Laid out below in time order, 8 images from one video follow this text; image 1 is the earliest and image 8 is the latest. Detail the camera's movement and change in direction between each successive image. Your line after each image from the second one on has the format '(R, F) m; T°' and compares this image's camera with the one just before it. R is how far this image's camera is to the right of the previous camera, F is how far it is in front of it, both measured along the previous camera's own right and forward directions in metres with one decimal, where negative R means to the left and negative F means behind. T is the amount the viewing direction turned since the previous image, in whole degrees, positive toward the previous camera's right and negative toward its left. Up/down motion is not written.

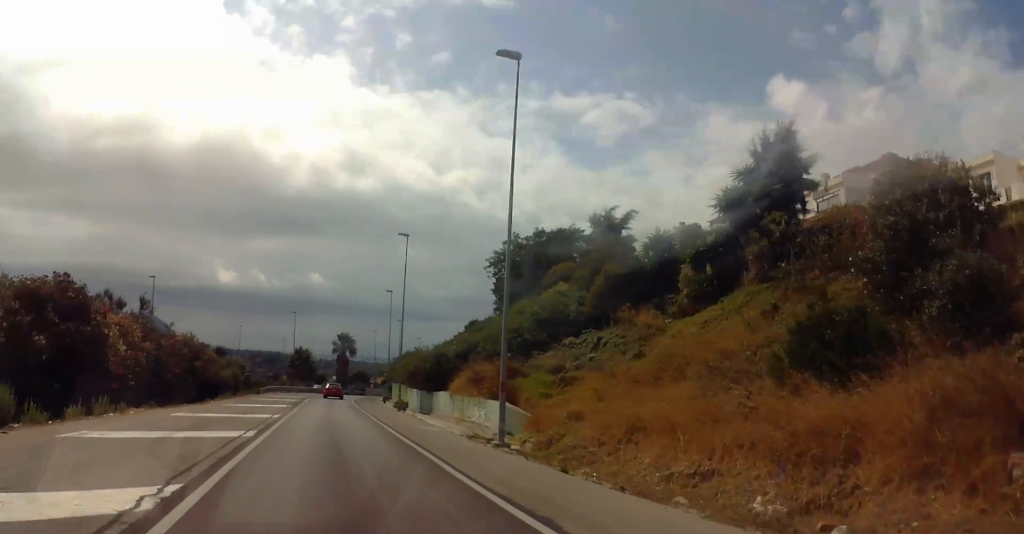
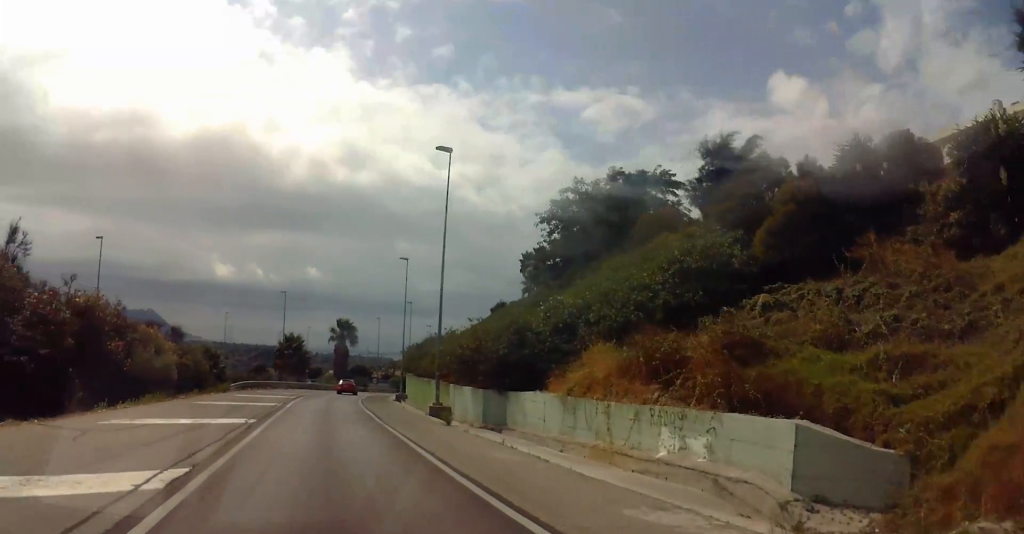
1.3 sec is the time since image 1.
(0.0, +18.9) m; -1°
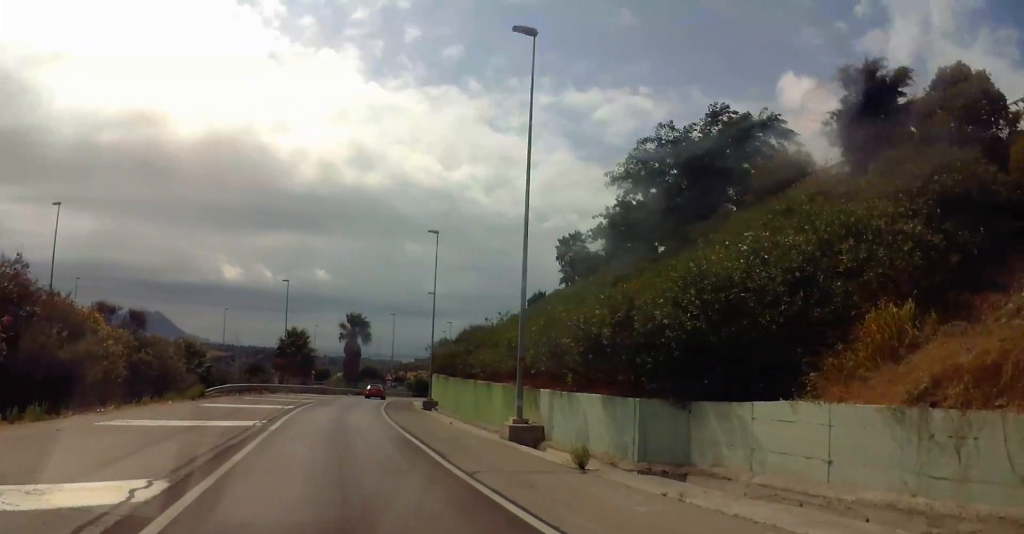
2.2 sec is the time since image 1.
(-0.1, +12.9) m; -1°
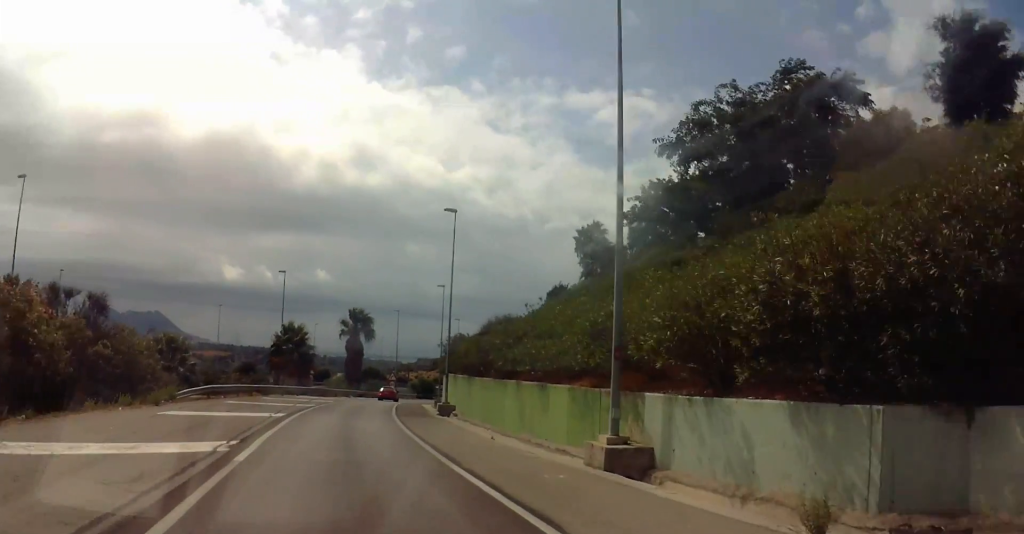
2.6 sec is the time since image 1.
(0.0, +6.4) m; 0°
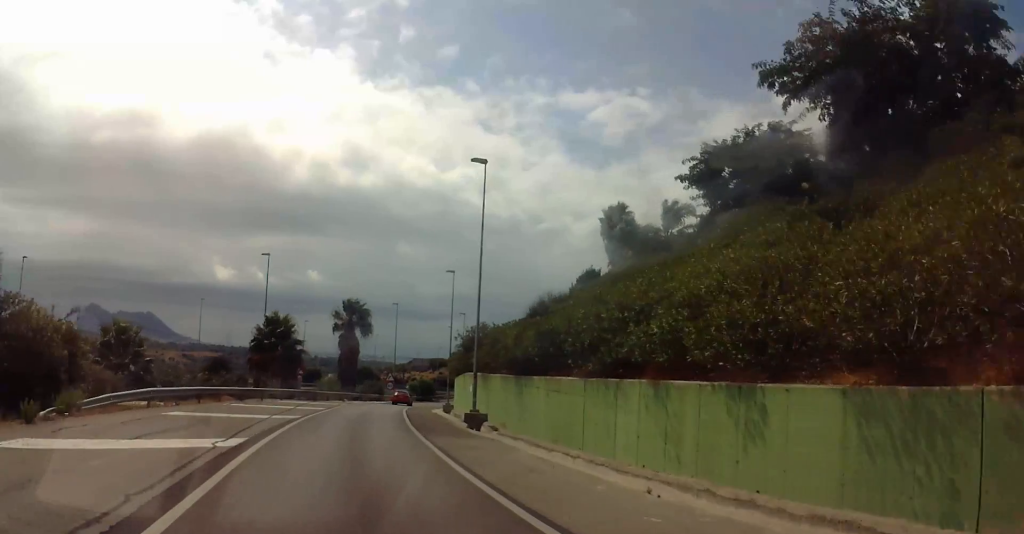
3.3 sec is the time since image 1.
(0.0, +10.5) m; 0°
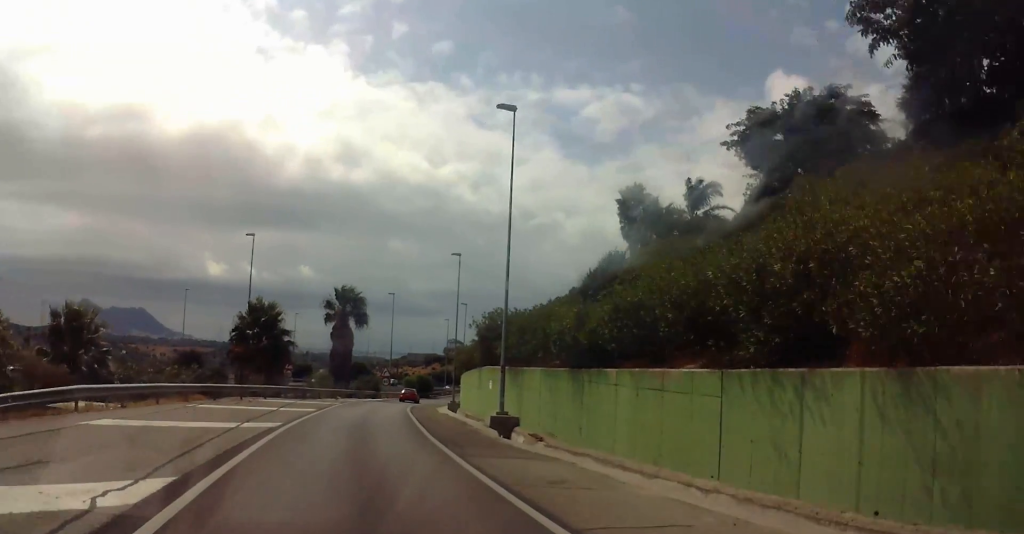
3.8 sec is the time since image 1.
(0.0, +6.9) m; 0°
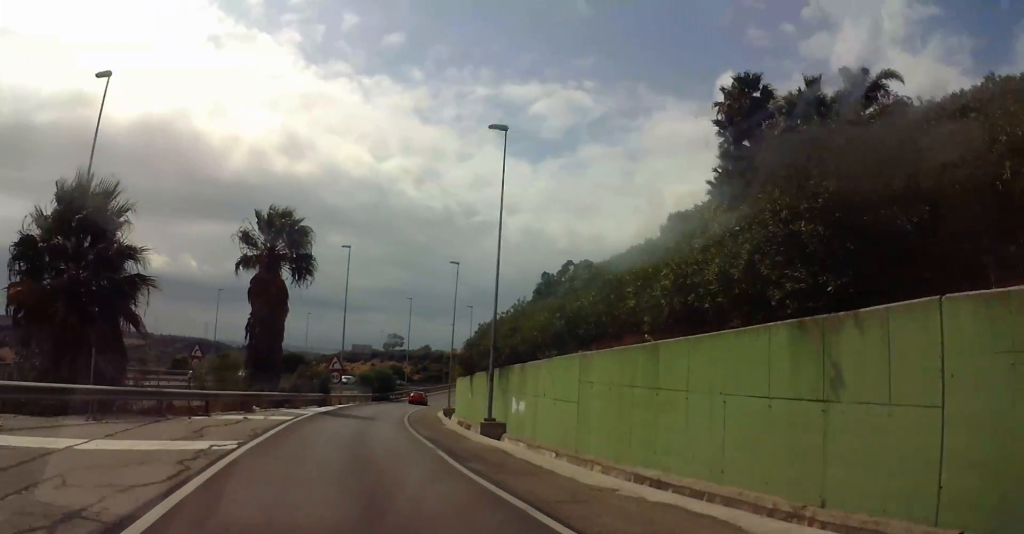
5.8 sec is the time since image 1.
(+1.3, +28.8) m; +7°
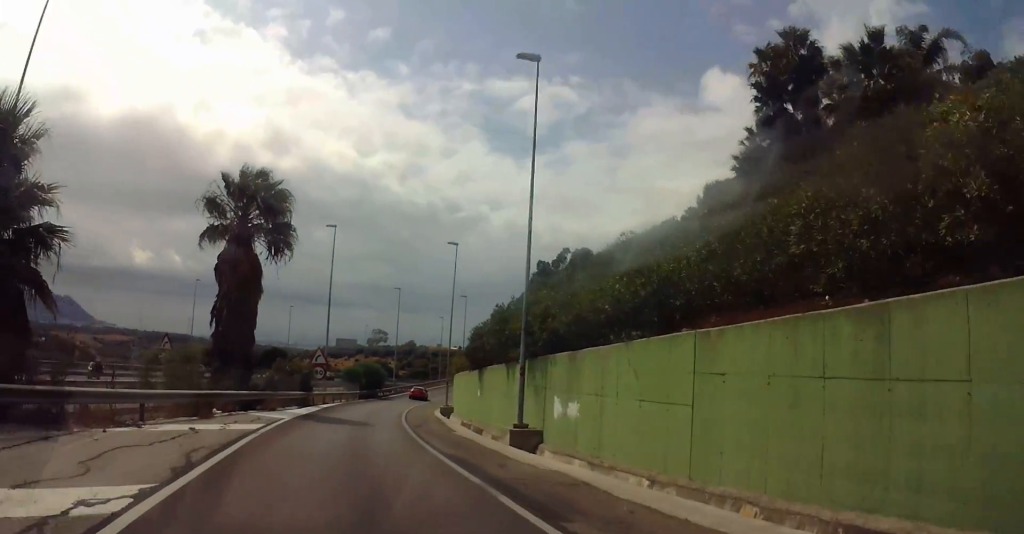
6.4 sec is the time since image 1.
(+0.3, +7.3) m; +2°
